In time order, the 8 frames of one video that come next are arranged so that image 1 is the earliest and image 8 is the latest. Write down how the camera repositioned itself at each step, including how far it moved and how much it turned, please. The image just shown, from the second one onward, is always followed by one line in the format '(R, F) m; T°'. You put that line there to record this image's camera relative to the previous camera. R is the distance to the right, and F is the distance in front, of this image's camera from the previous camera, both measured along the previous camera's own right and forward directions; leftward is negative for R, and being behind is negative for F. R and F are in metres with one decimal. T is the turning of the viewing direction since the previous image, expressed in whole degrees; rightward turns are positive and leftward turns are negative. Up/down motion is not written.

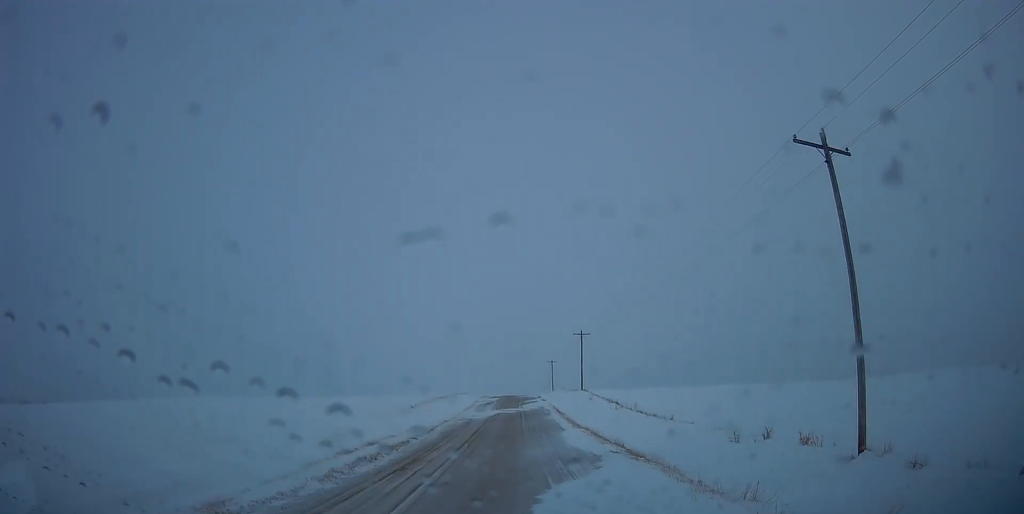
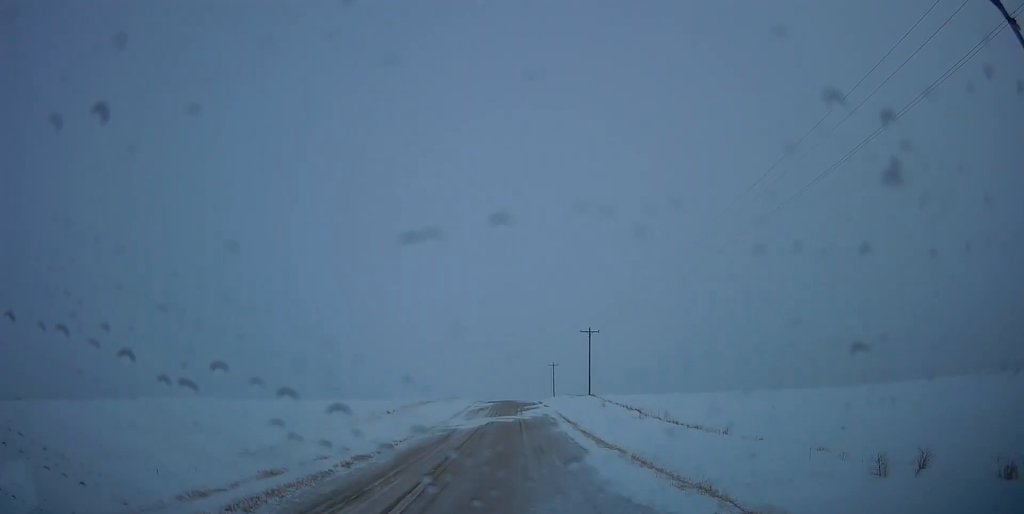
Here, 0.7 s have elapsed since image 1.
(0.0, +10.2) m; 0°
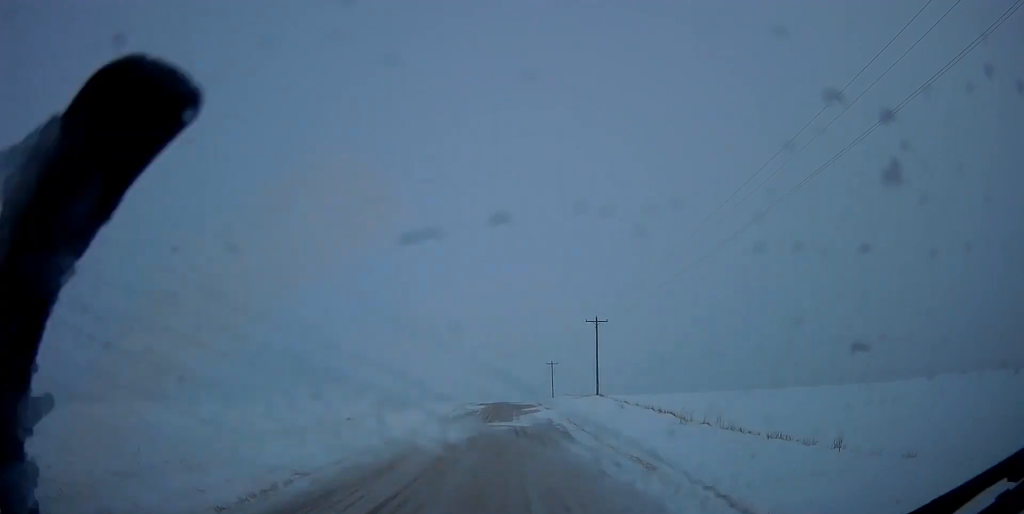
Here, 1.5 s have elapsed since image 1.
(0.0, +10.8) m; 0°
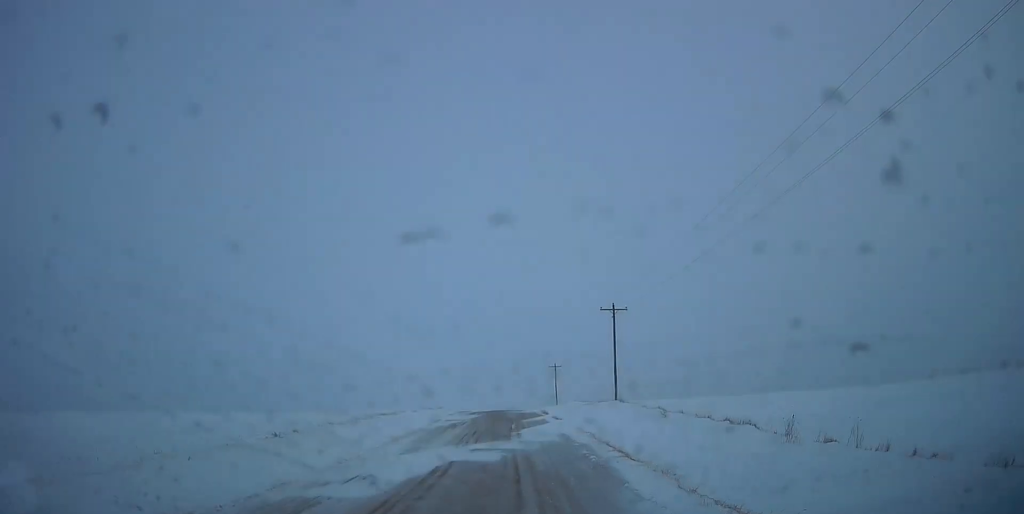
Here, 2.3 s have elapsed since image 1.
(0.0, +11.8) m; 0°
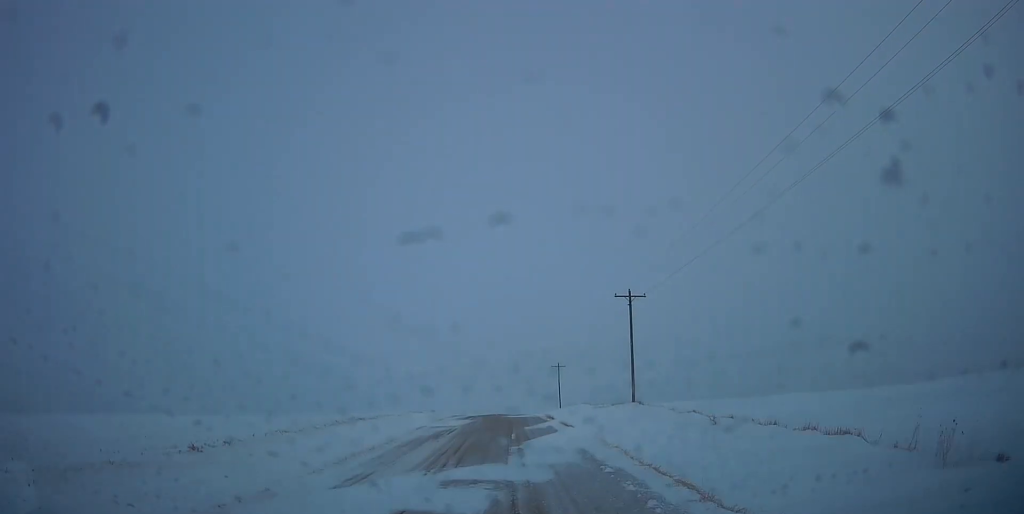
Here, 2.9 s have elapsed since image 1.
(0.0, +7.5) m; 0°
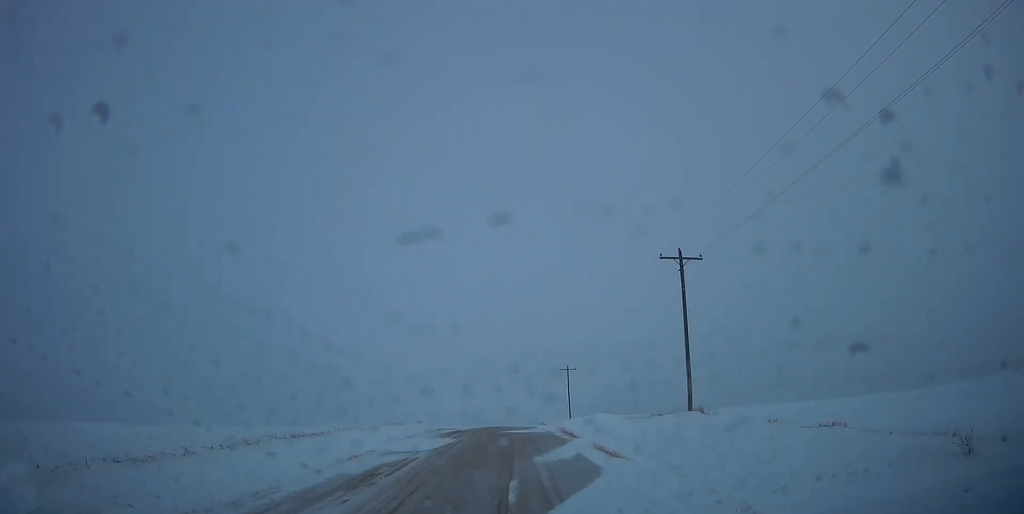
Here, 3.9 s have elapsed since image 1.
(0.0, +14.1) m; 0°
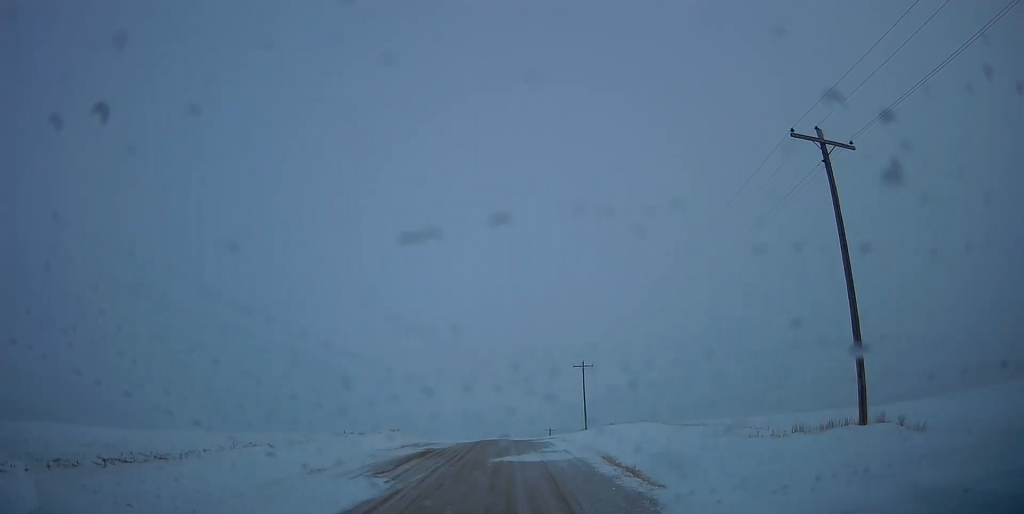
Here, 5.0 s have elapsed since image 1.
(0.0, +16.2) m; 0°
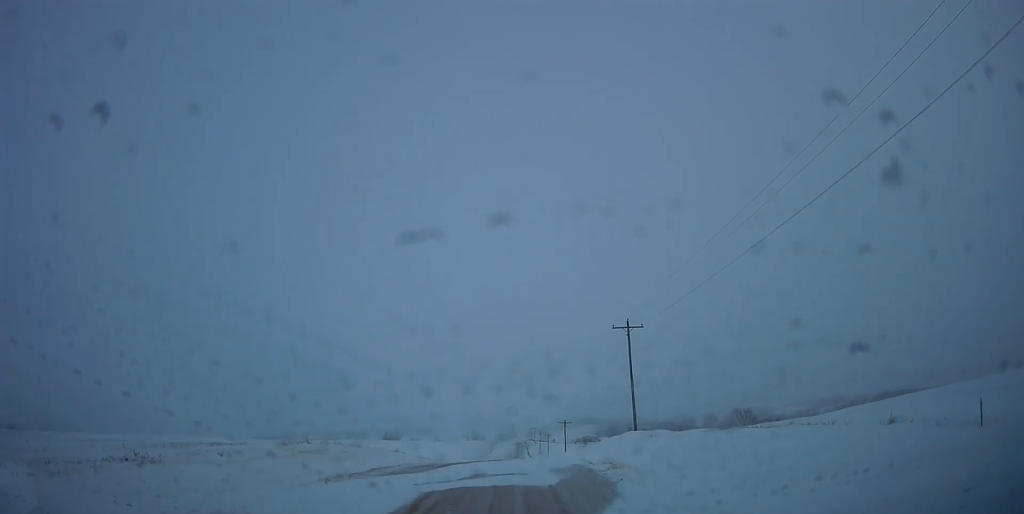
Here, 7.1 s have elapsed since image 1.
(-0.7, +26.9) m; -2°
